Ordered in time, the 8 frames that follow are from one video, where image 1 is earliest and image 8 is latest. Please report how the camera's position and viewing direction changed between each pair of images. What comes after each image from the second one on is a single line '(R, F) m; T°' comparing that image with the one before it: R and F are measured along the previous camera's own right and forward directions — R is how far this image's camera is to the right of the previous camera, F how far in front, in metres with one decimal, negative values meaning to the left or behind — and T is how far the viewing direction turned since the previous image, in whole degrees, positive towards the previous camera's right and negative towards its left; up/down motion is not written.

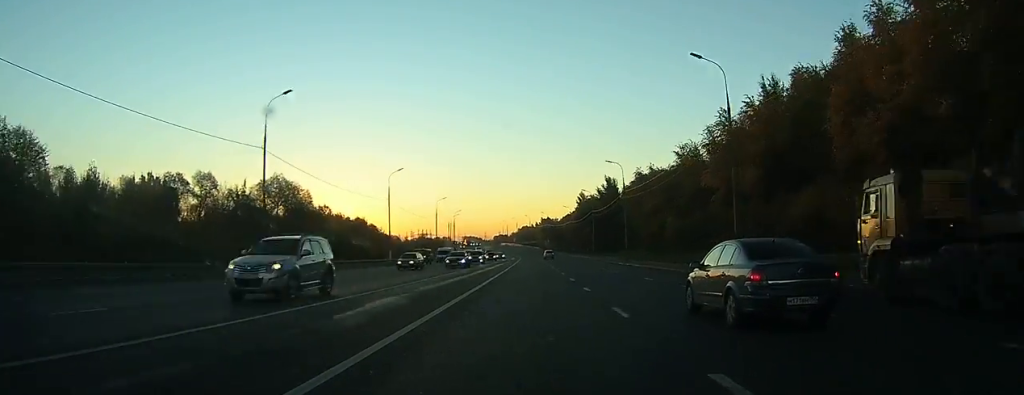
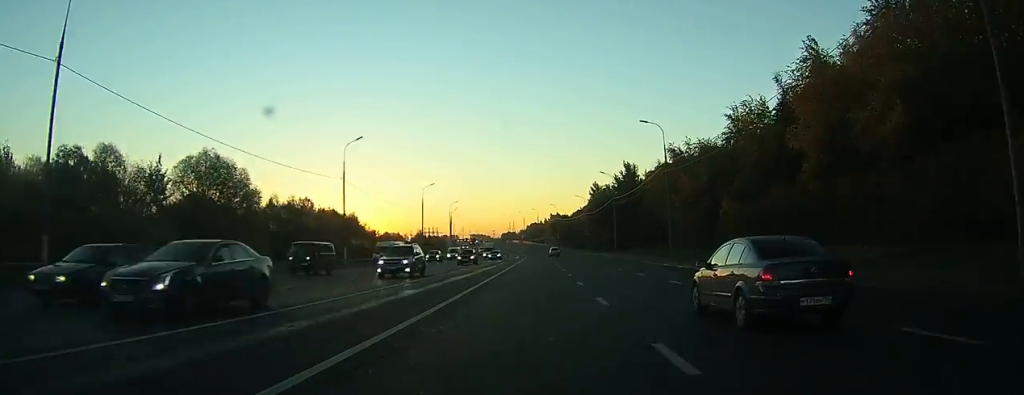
(-0.2, +21.2) m; -1°
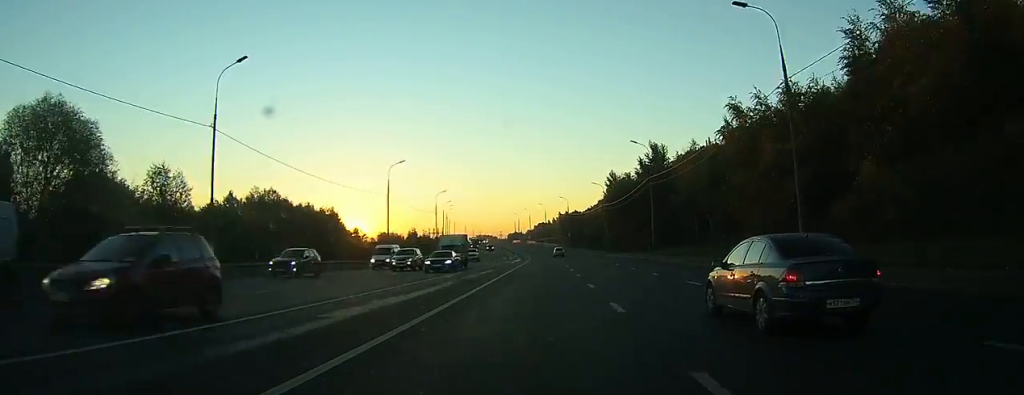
(-0.3, +25.7) m; -1°
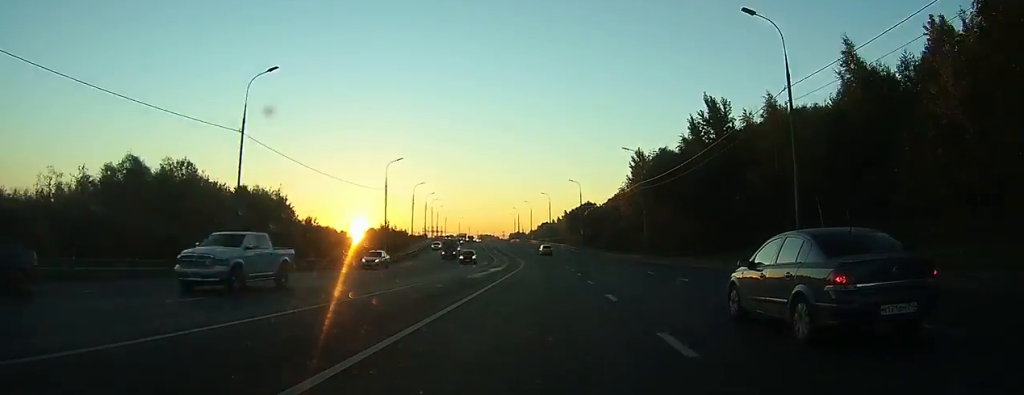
(-0.3, +36.8) m; -1°
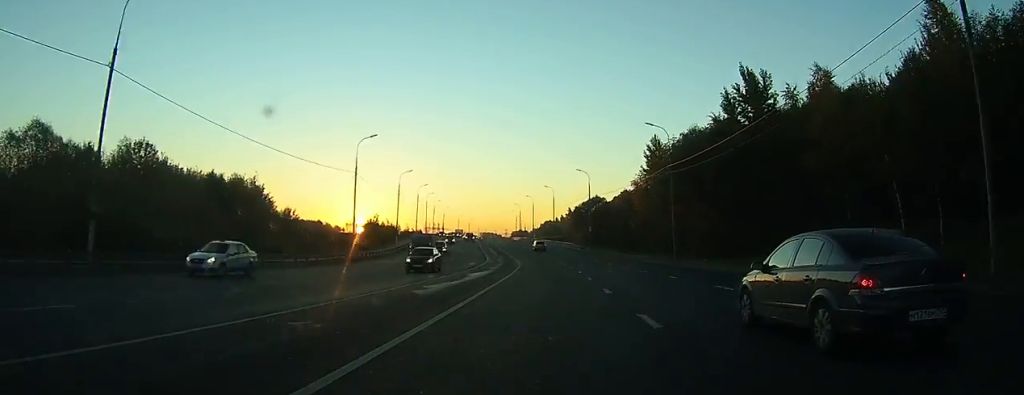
(0.0, +13.0) m; 0°
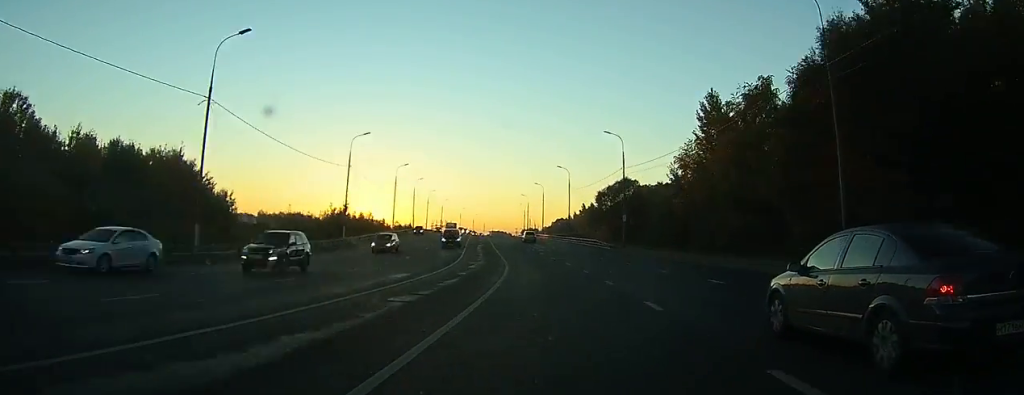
(-0.2, +29.4) m; -1°
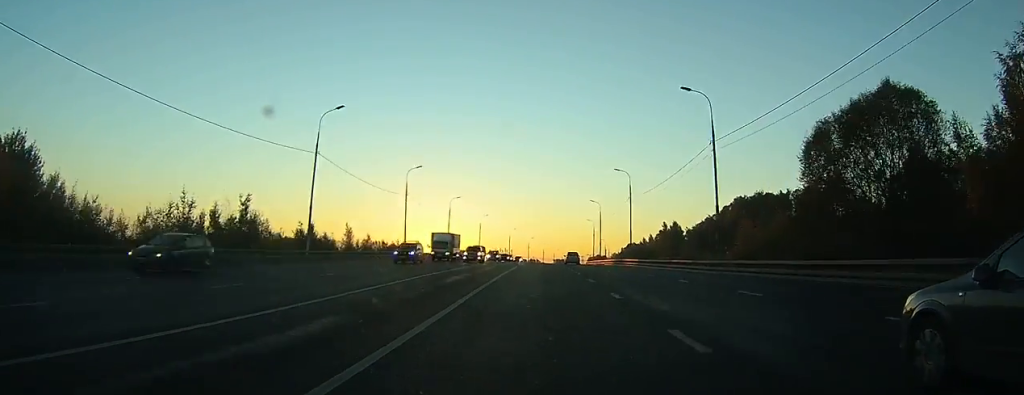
(-2.5, +59.1) m; -5°
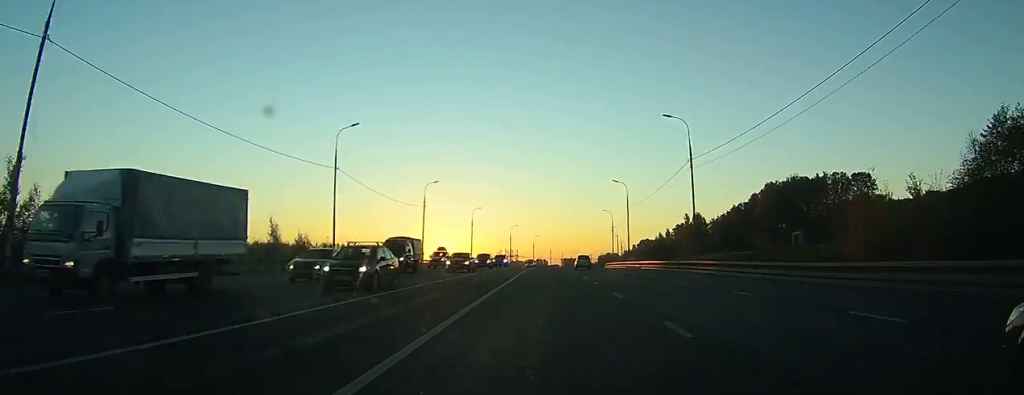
(-0.6, +30.4) m; -1°
